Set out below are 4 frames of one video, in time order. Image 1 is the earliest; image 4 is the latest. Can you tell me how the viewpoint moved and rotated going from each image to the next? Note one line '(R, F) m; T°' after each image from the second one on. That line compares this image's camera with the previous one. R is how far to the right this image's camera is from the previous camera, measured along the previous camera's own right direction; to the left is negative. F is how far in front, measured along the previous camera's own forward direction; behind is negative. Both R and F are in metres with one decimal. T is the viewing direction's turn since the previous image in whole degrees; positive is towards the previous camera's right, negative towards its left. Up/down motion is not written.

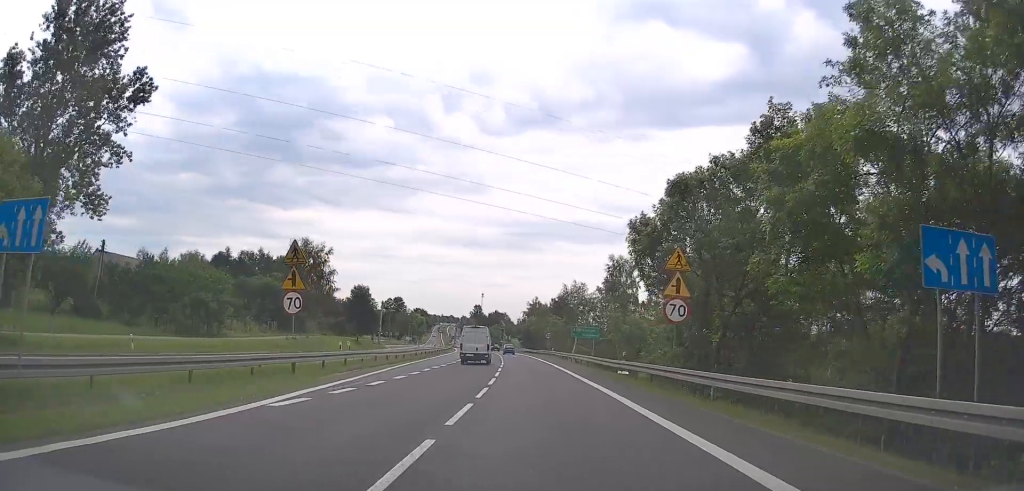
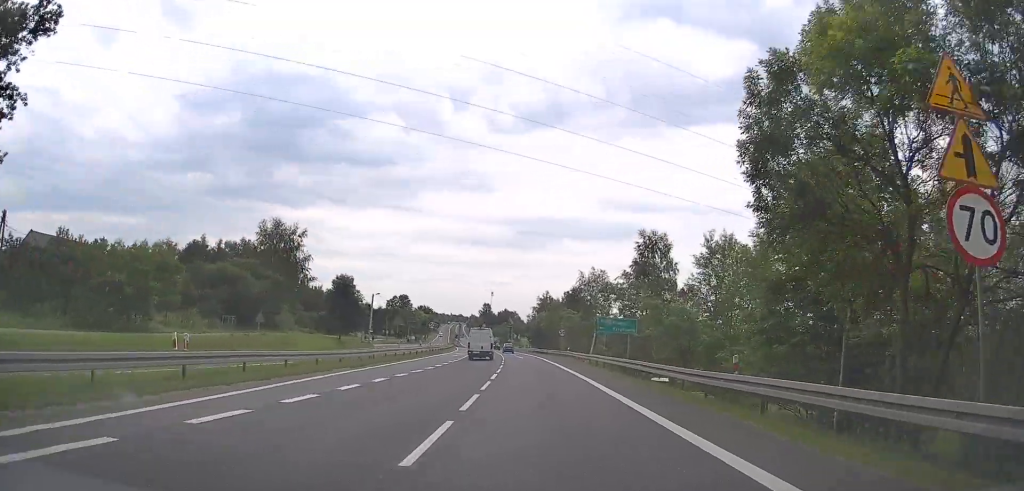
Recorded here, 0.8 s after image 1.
(0.0, +15.5) m; 0°
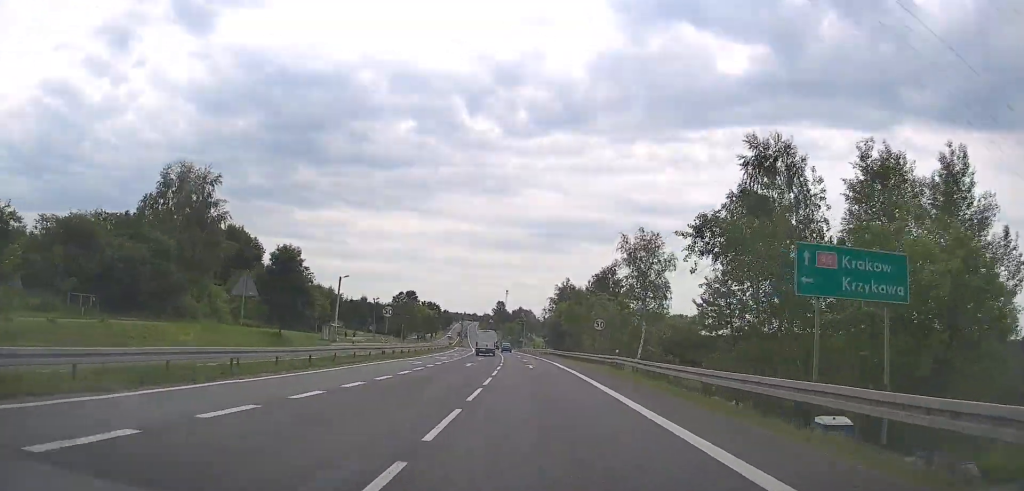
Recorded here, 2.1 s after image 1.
(-0.3, +27.6) m; -2°
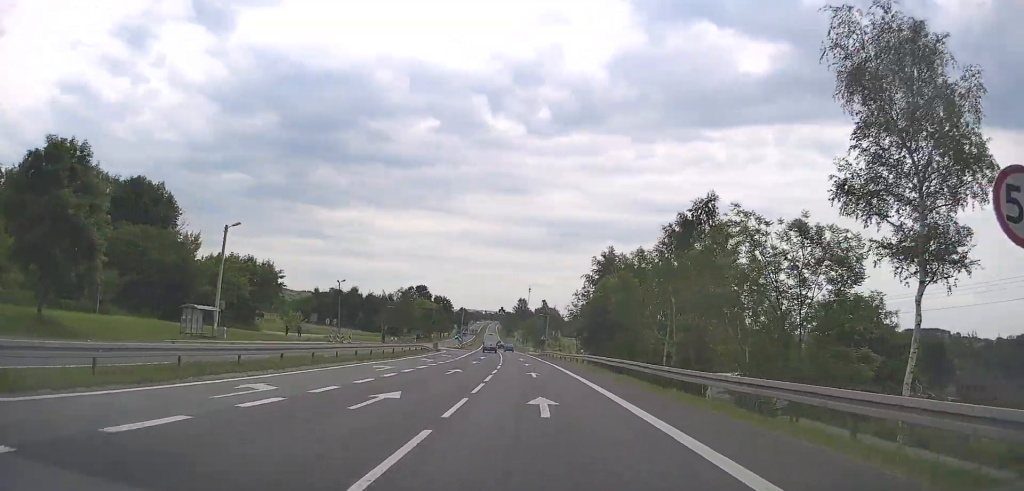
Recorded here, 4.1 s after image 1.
(-0.8, +38.5) m; -2°
